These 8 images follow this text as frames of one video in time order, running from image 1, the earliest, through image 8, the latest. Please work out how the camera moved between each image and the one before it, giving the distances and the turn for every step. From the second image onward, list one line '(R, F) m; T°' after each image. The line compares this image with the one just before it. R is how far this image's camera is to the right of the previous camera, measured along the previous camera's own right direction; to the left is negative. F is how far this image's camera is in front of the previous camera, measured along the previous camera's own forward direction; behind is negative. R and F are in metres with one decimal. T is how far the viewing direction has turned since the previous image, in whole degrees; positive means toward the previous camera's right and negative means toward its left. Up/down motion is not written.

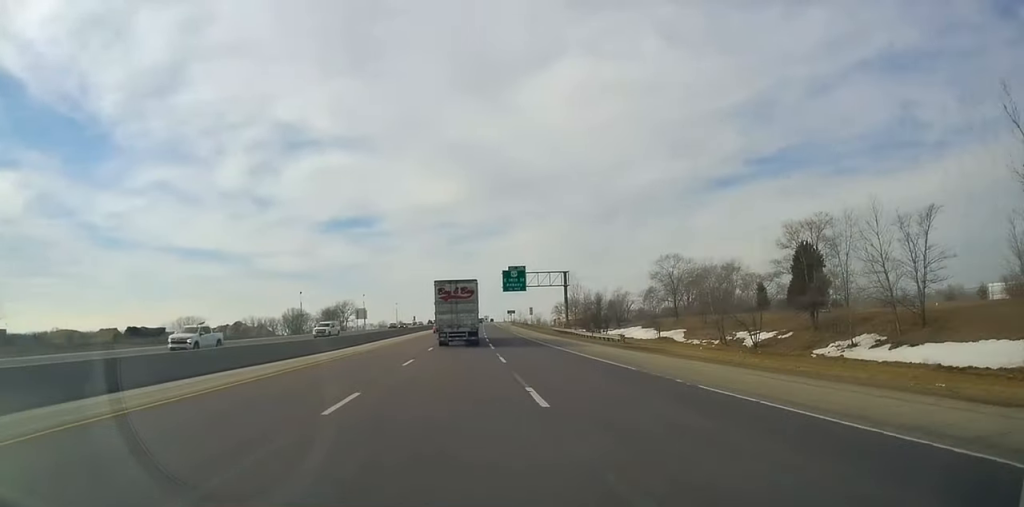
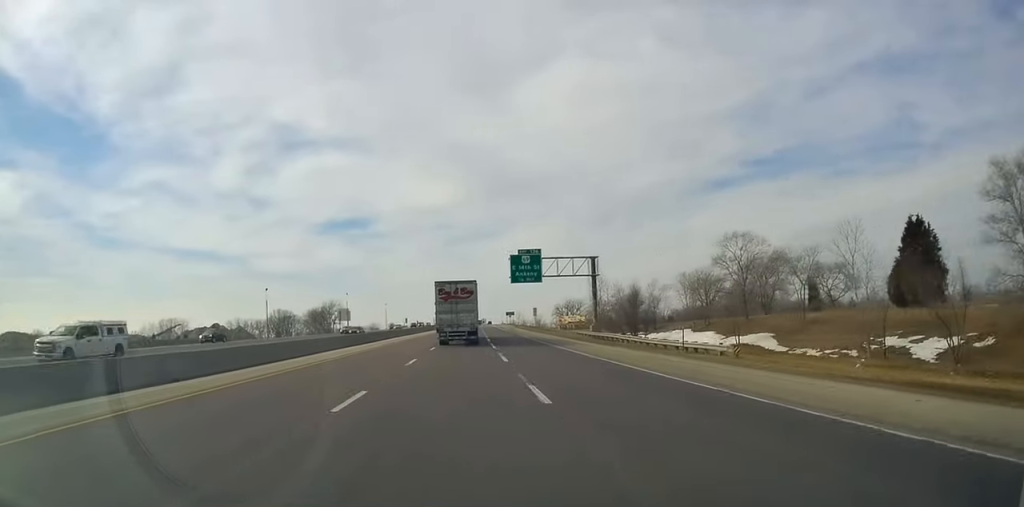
(-0.5, +23.4) m; 0°
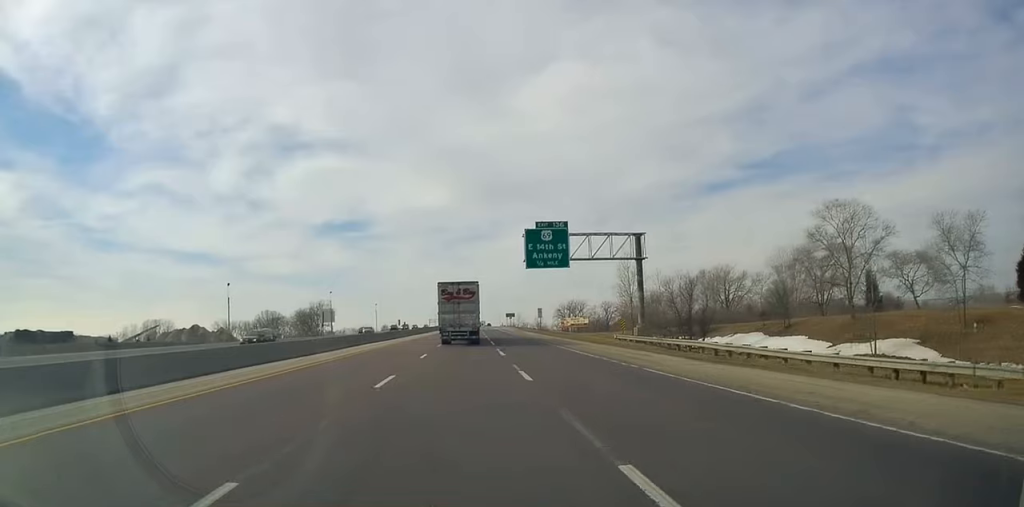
(+0.4, +20.1) m; +1°
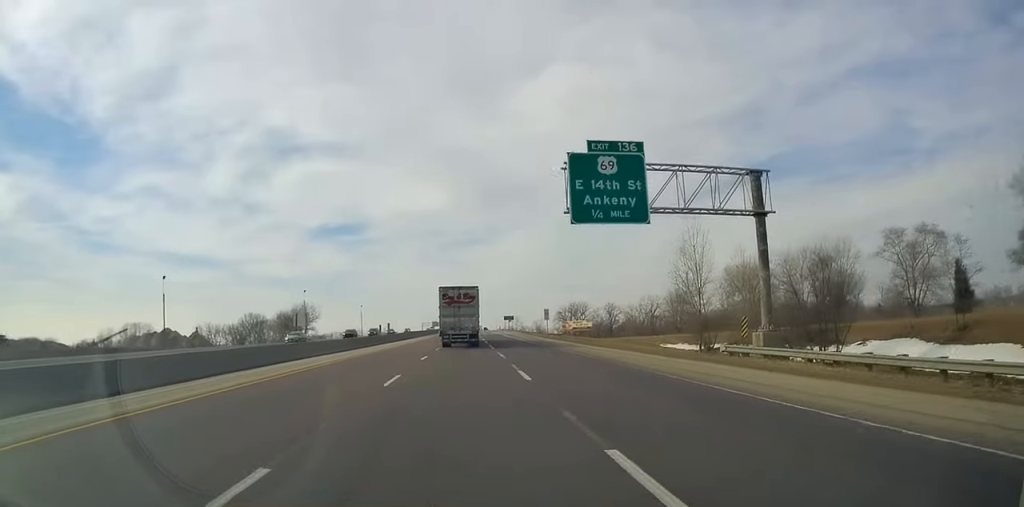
(+0.1, +23.4) m; +1°
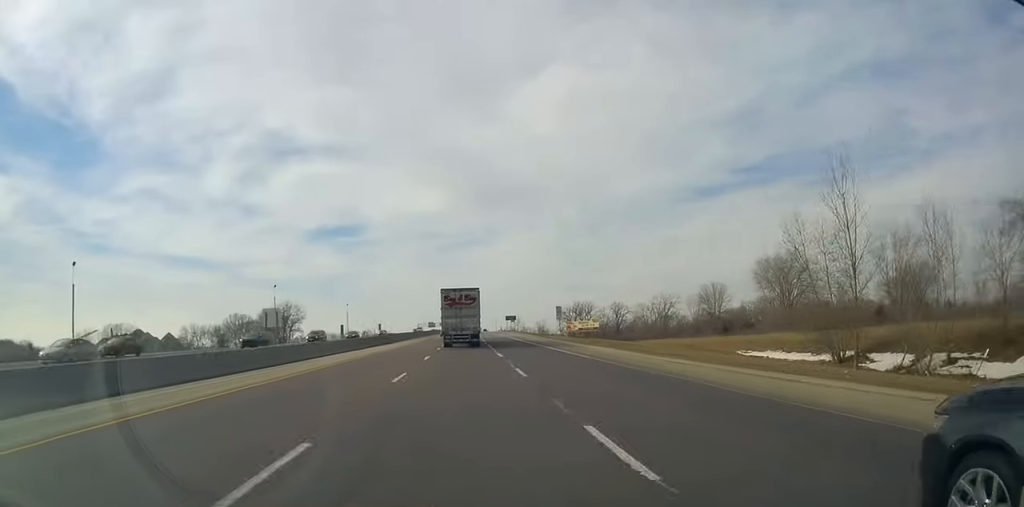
(+0.1, +22.0) m; +1°
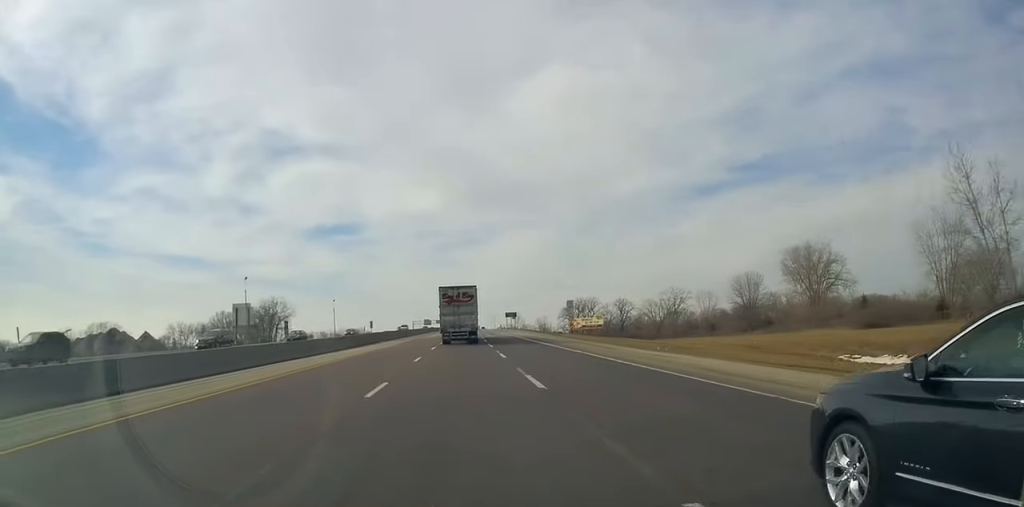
(+0.2, +16.2) m; +1°
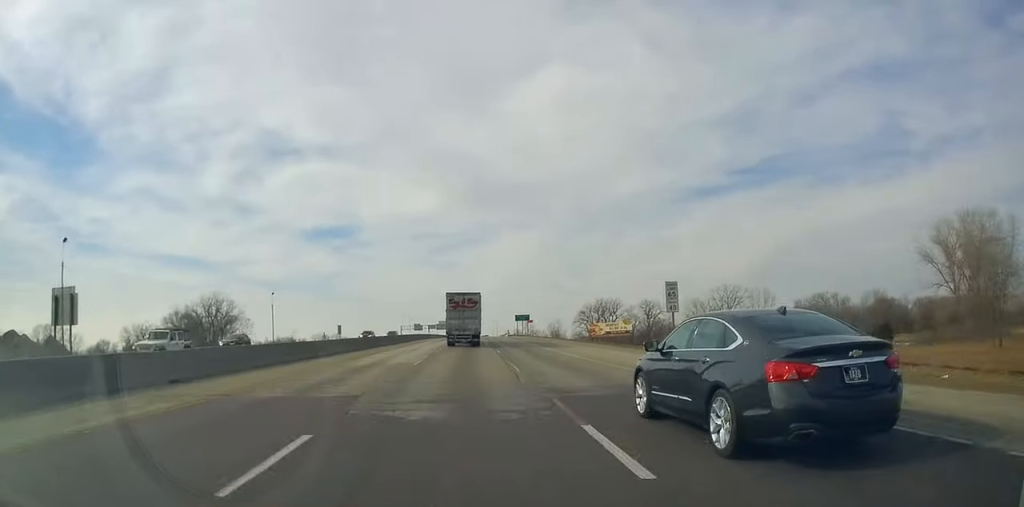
(-0.7, +55.2) m; 0°
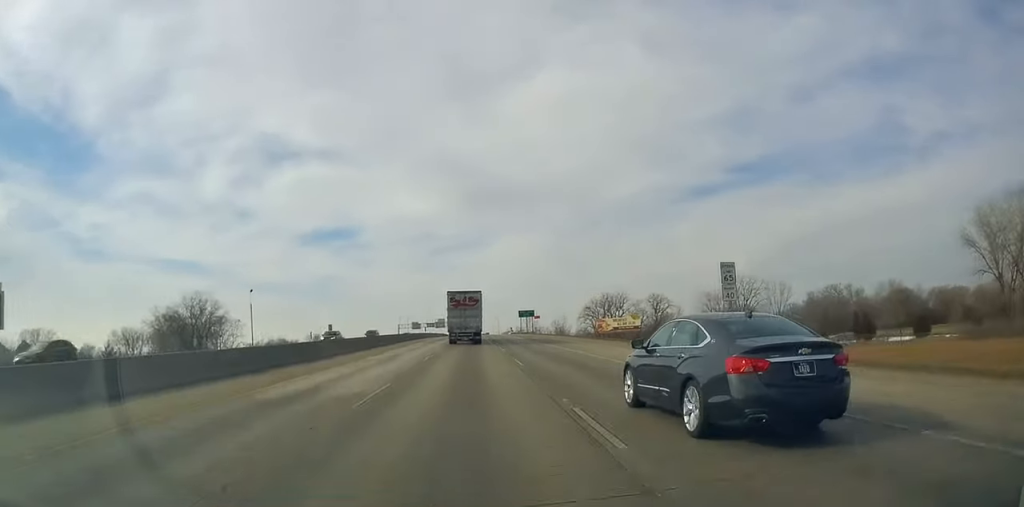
(0.0, +12.6) m; 0°
